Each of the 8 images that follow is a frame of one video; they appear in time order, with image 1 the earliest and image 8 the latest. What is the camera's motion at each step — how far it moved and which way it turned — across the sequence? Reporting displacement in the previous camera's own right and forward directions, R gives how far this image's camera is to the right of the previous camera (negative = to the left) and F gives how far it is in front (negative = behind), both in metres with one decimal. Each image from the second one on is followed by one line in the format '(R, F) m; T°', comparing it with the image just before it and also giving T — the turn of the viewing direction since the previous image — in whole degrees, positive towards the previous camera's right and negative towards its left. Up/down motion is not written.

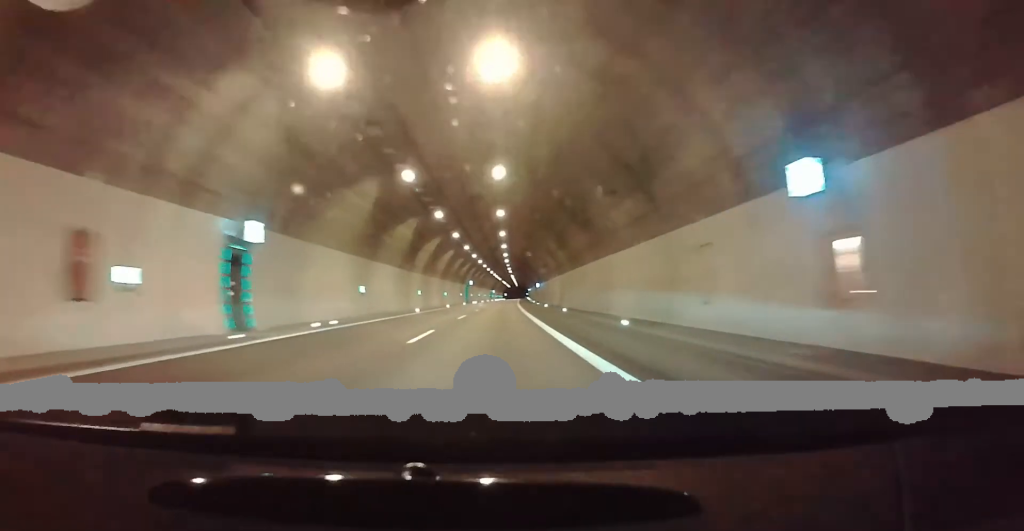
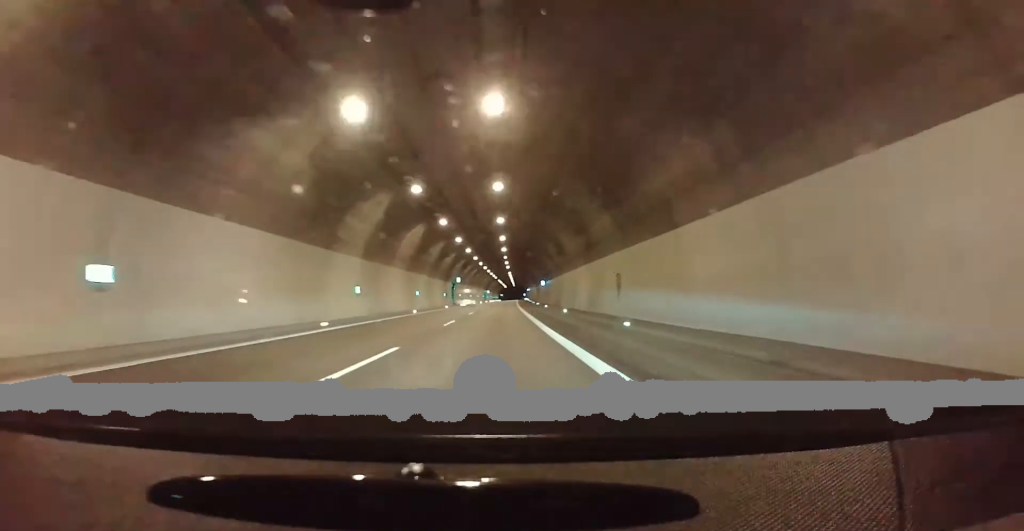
(0.0, +24.6) m; 0°
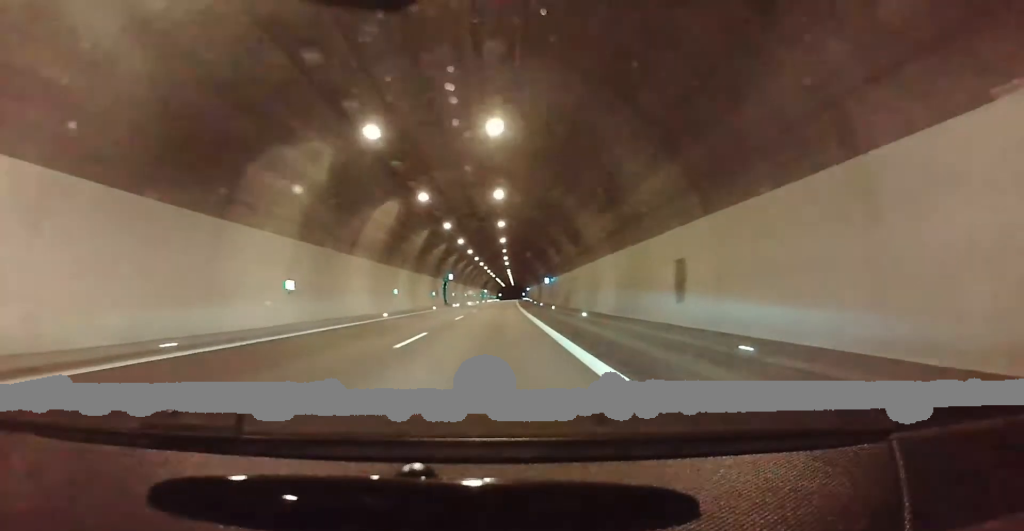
(0.0, +11.7) m; 0°
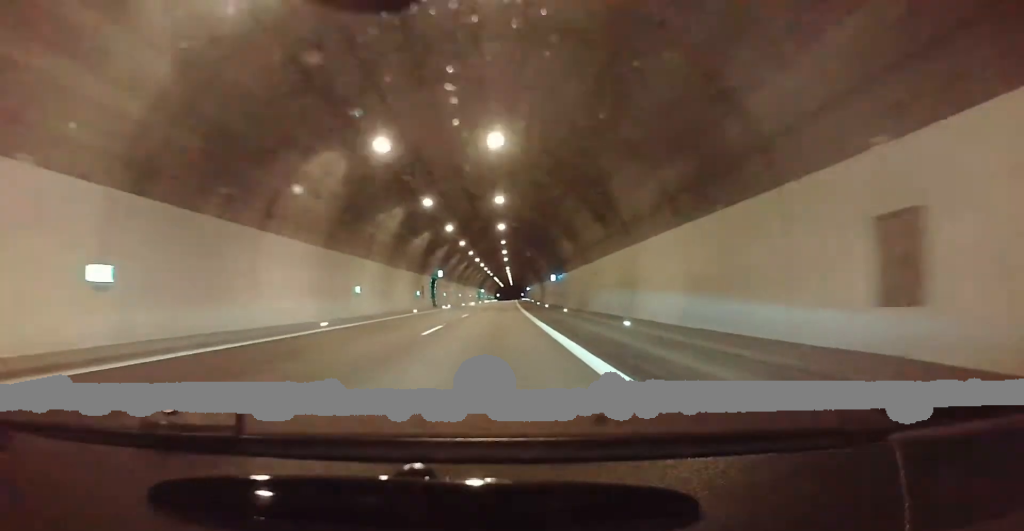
(-0.1, +11.7) m; 0°
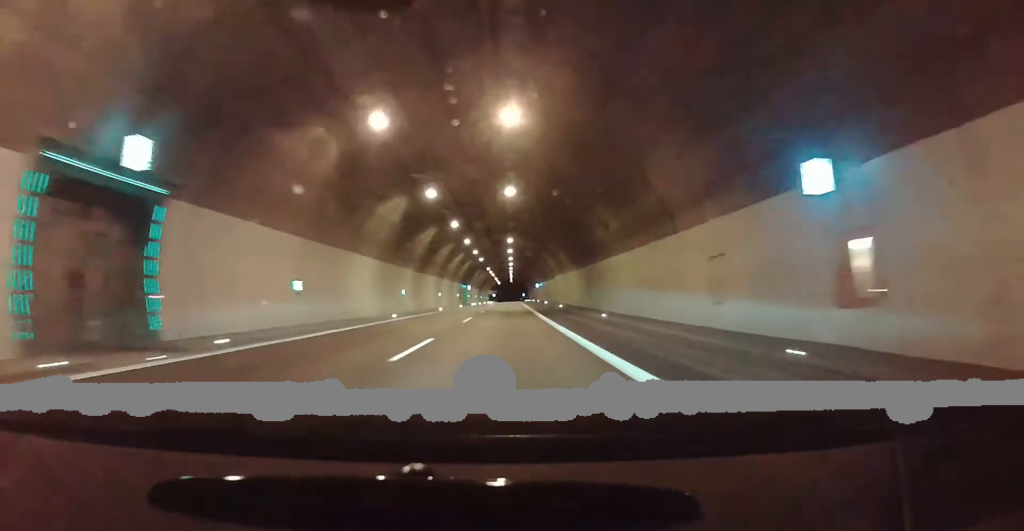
(+0.1, +57.5) m; -1°
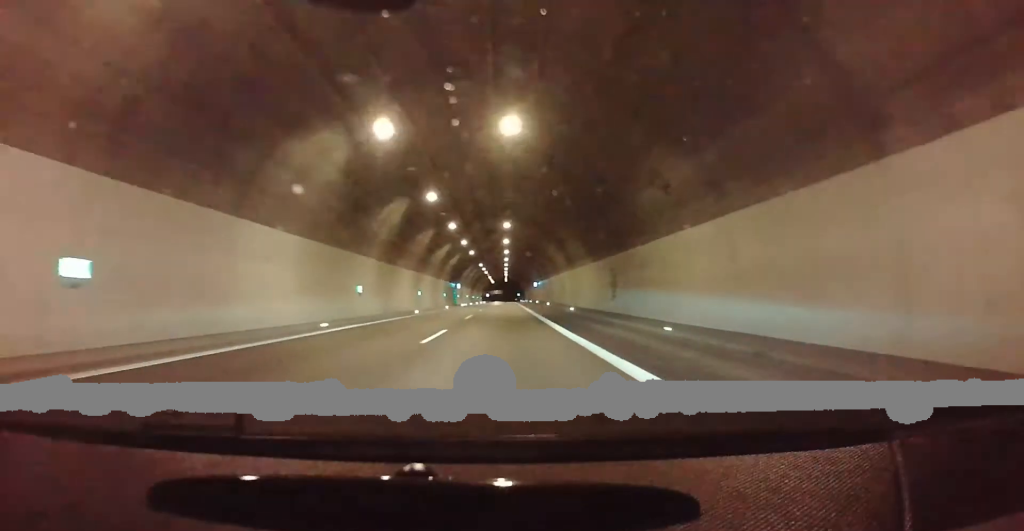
(0.0, +11.6) m; 0°
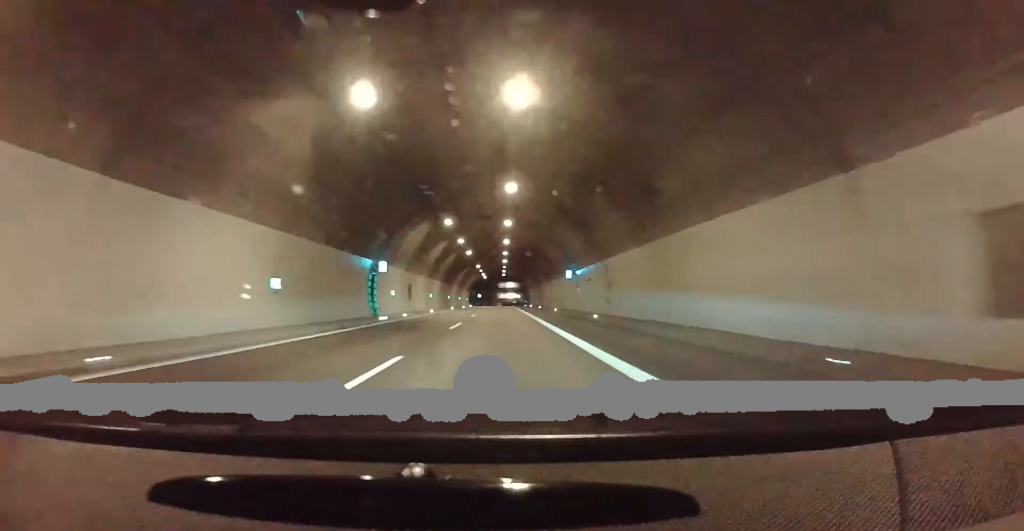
(+1.1, +57.6) m; +2°
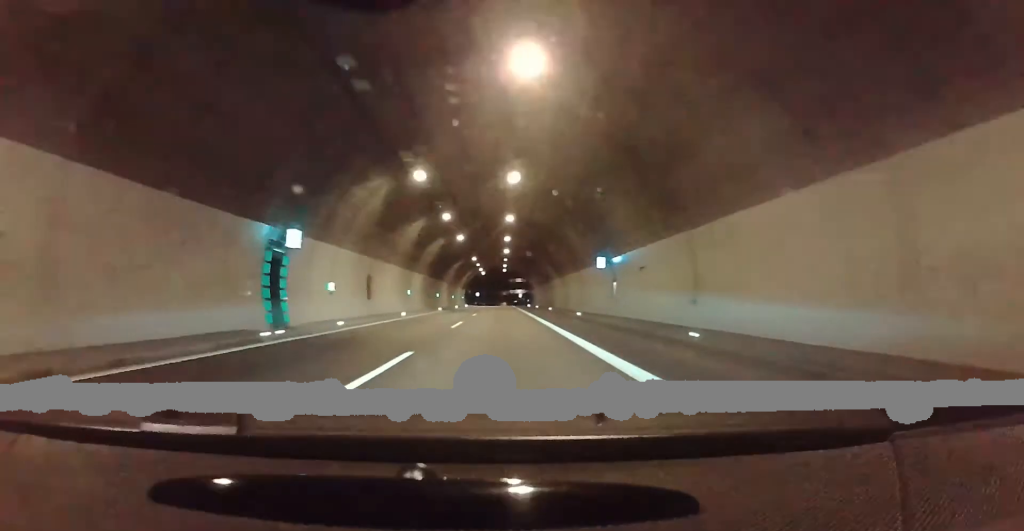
(0.0, +16.3) m; 0°
